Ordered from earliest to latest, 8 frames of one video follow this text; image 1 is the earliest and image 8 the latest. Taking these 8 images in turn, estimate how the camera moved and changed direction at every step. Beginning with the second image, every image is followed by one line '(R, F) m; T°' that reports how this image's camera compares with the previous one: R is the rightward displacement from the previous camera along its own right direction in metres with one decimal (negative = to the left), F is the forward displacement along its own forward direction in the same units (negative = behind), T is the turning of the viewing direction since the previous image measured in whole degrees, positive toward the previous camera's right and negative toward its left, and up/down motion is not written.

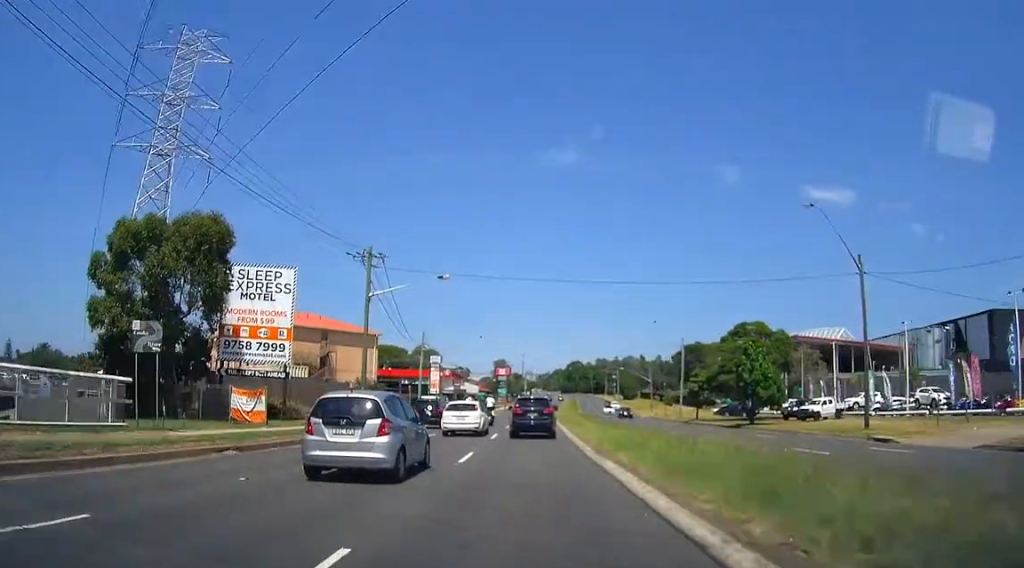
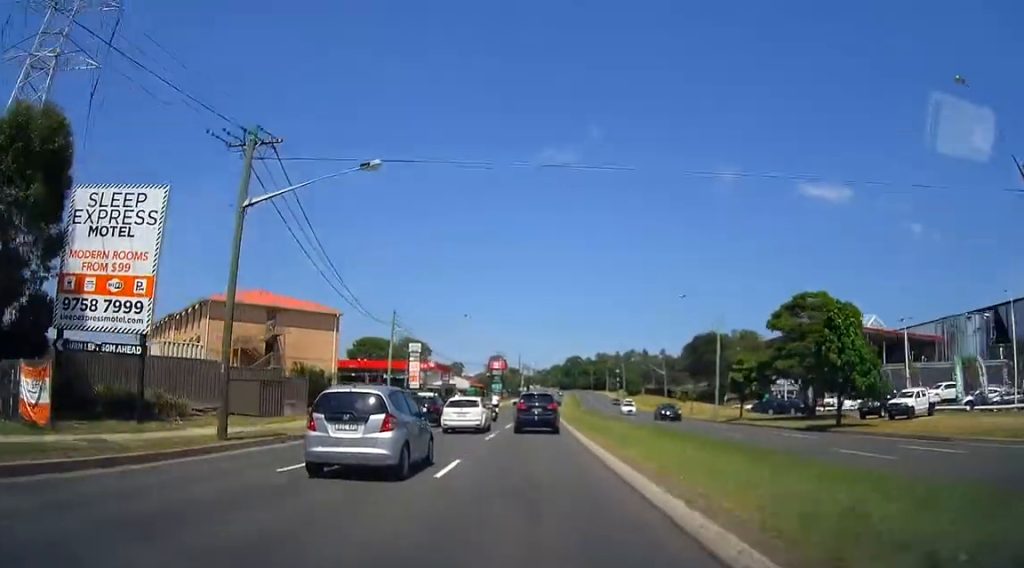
(+0.1, +14.8) m; 0°
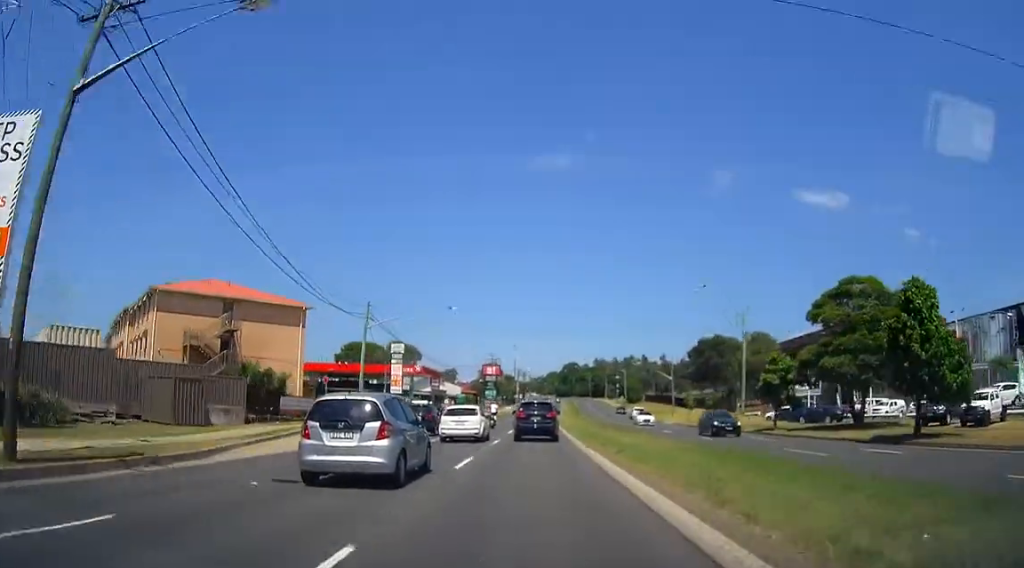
(0.0, +8.4) m; +1°
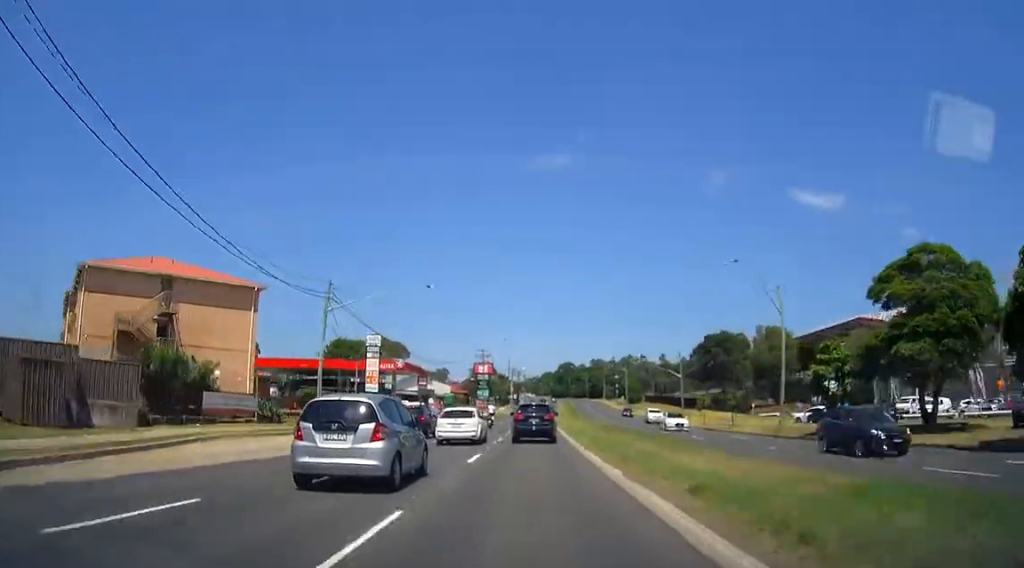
(-0.1, +9.0) m; +1°
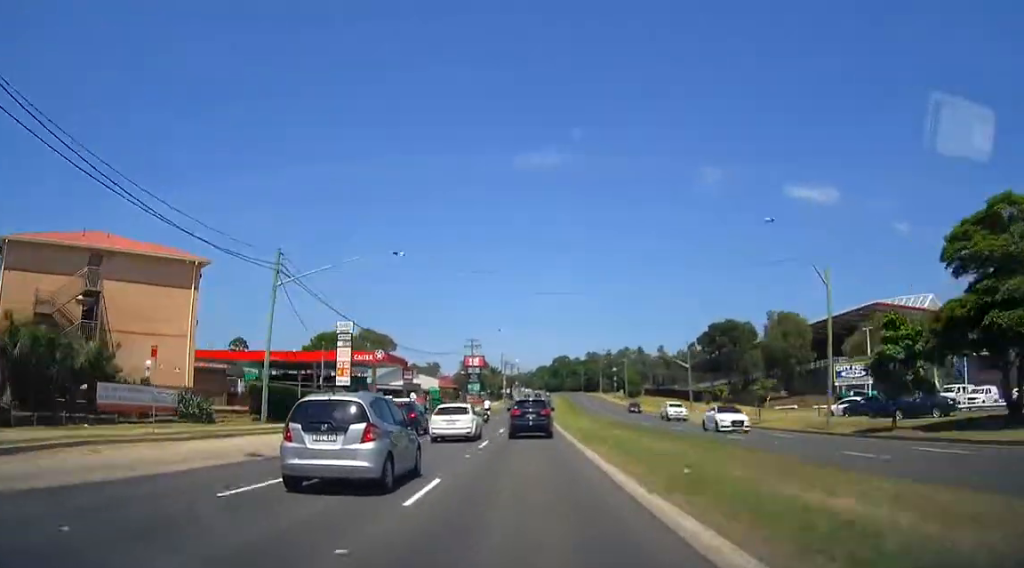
(+0.2, +7.9) m; 0°
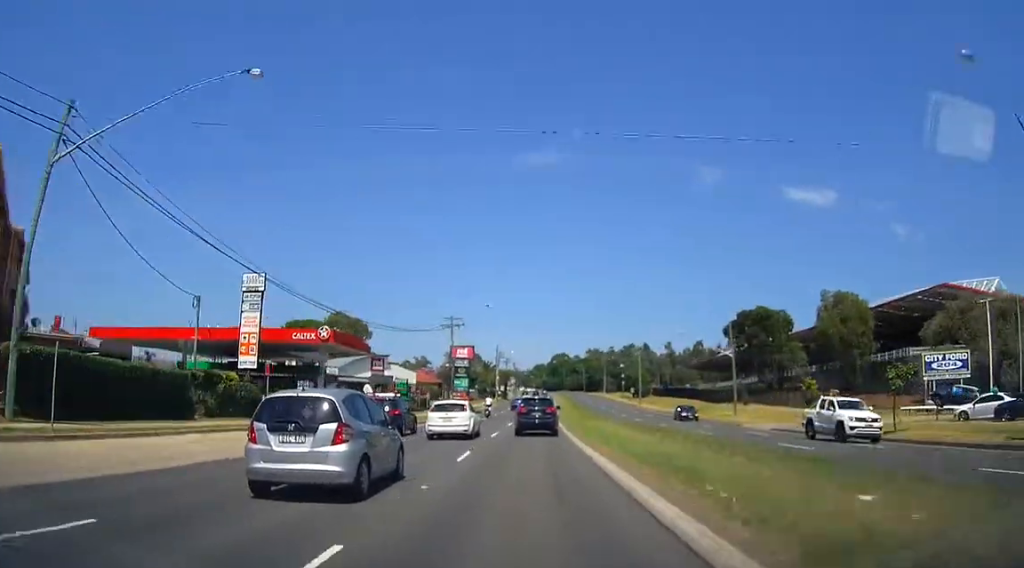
(+0.1, +18.8) m; 0°
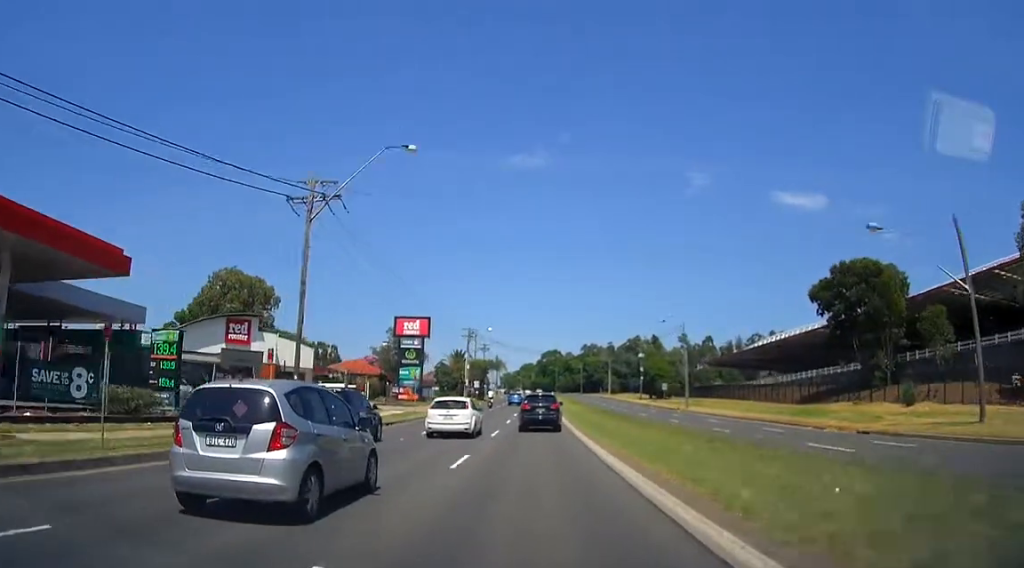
(+0.6, +38.6) m; +2°
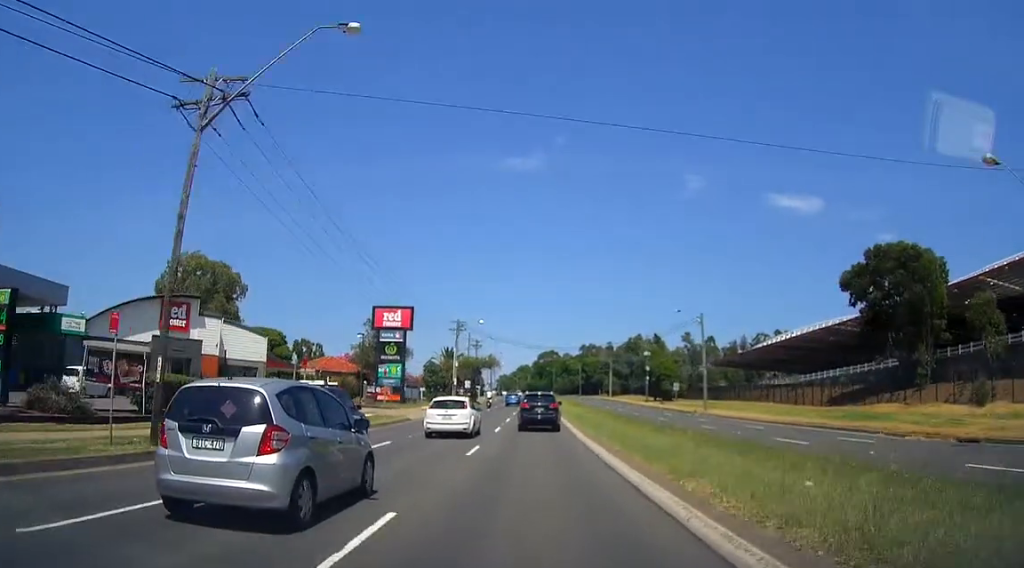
(0.0, +8.6) m; 0°
